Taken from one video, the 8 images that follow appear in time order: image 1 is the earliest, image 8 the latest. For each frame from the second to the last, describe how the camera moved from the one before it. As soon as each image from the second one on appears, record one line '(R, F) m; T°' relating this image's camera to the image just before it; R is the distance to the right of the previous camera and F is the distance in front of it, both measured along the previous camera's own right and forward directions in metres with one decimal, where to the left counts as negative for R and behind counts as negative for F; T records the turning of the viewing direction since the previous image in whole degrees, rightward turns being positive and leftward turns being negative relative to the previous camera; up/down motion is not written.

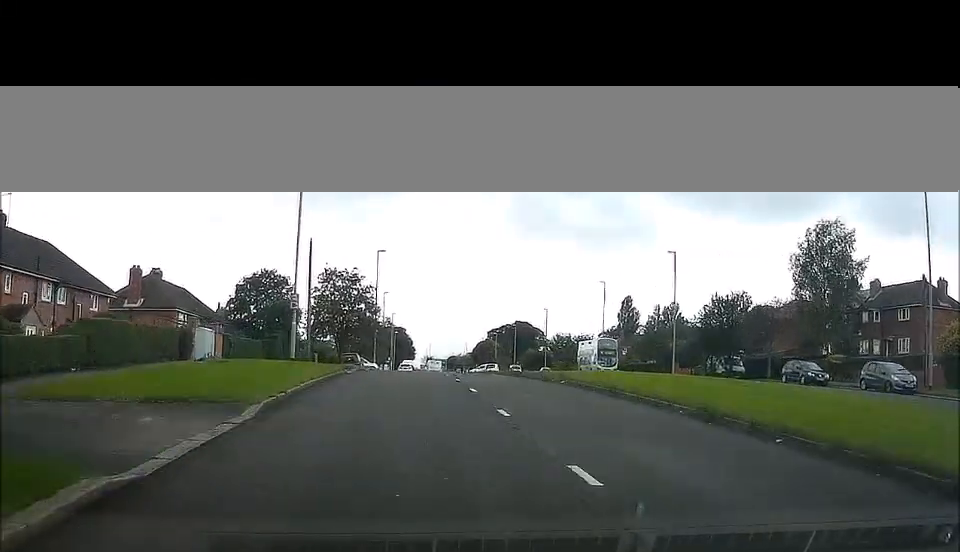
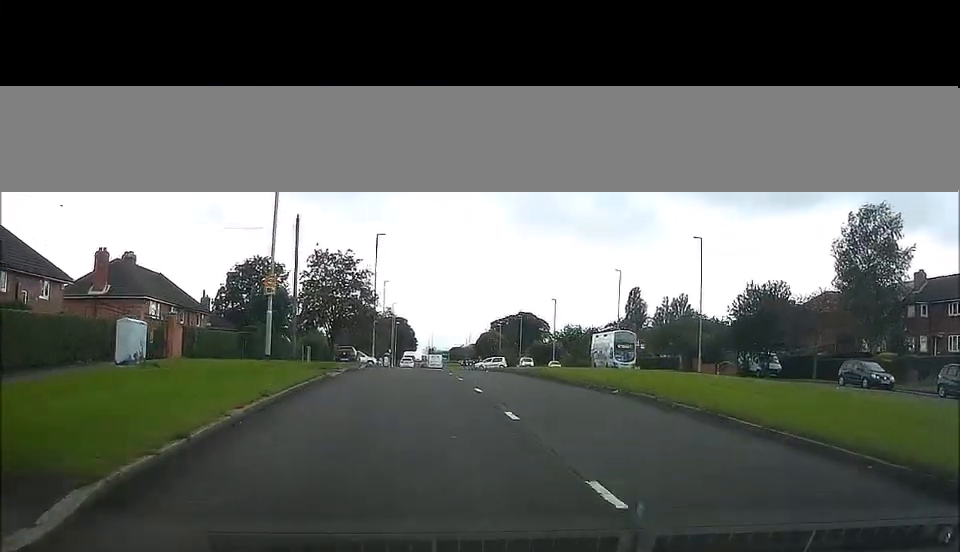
(0.0, +7.5) m; 0°
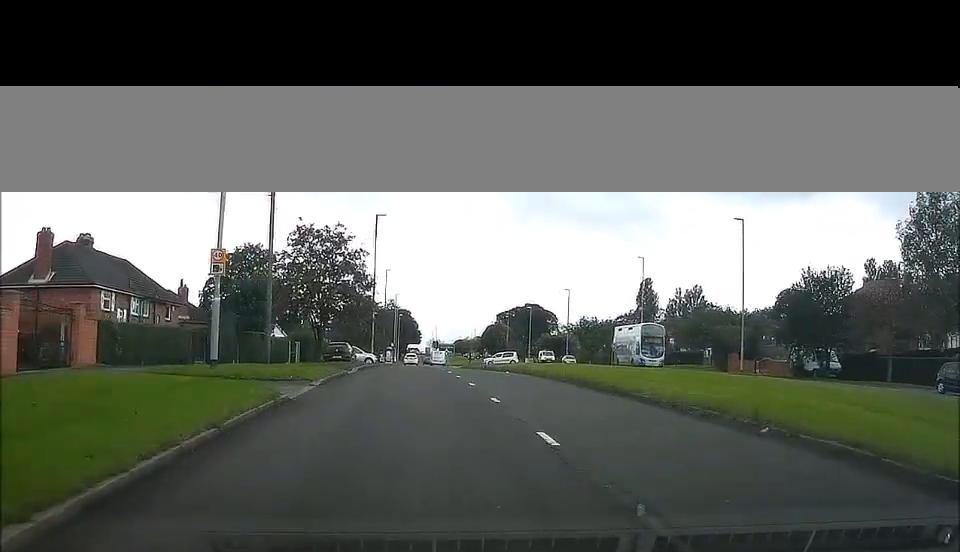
(-0.1, +9.0) m; 0°
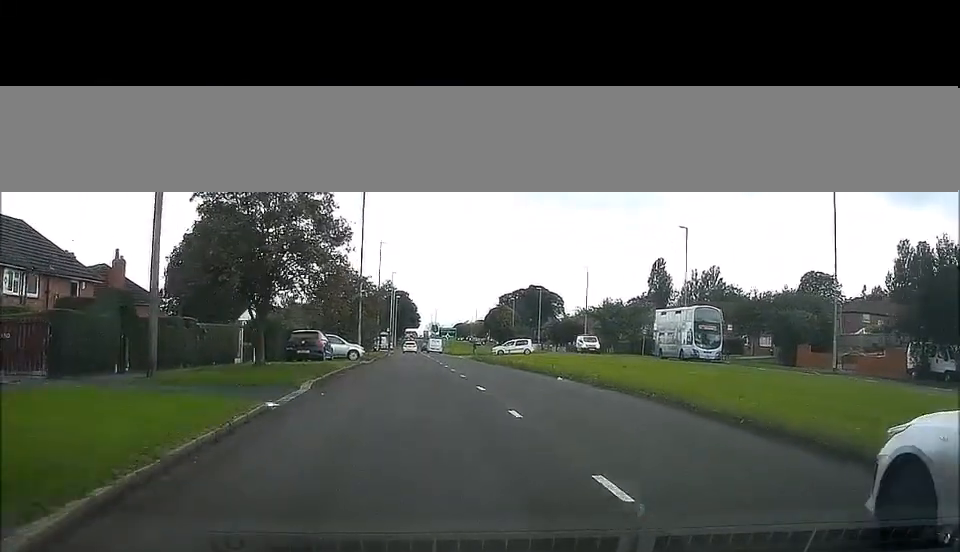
(0.0, +15.5) m; 0°
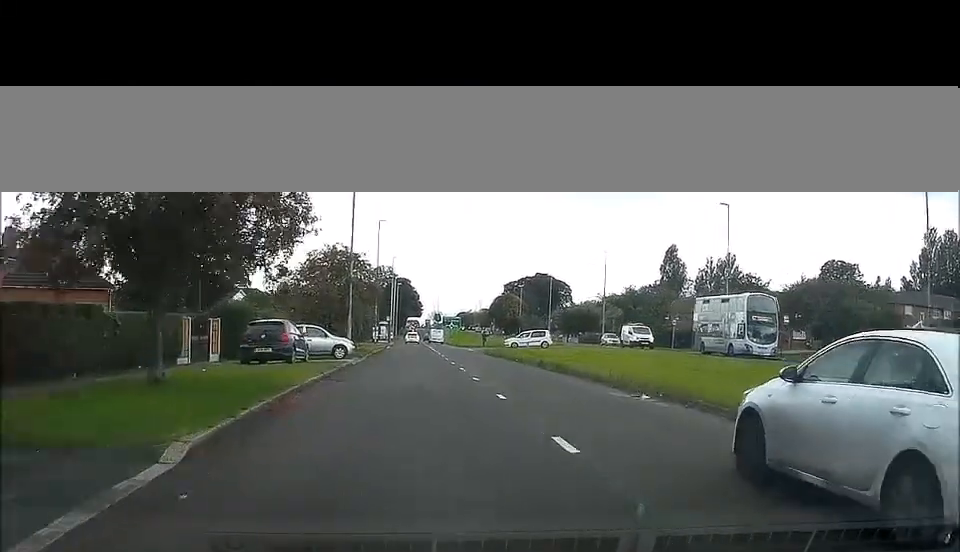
(0.0, +10.0) m; 0°
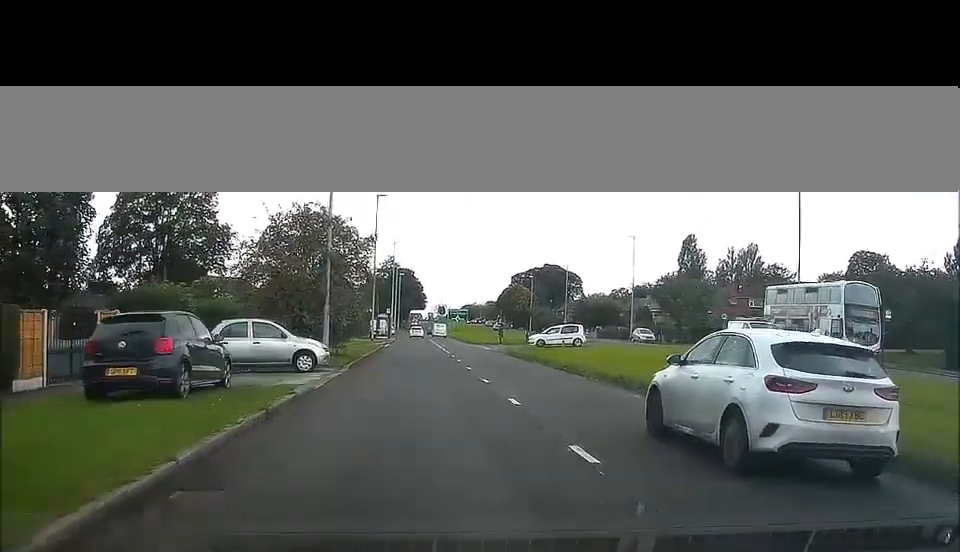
(0.0, +12.6) m; 0°
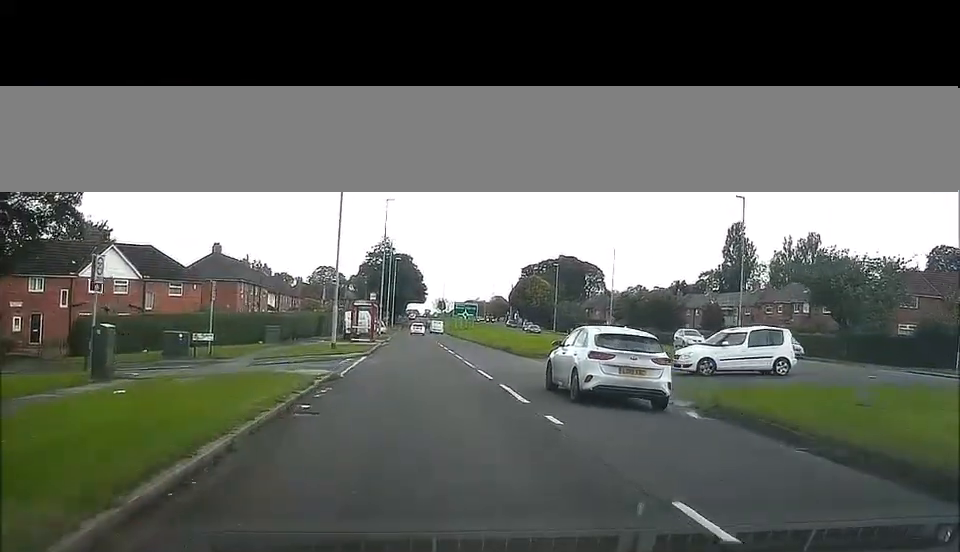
(+0.4, +32.6) m; +1°
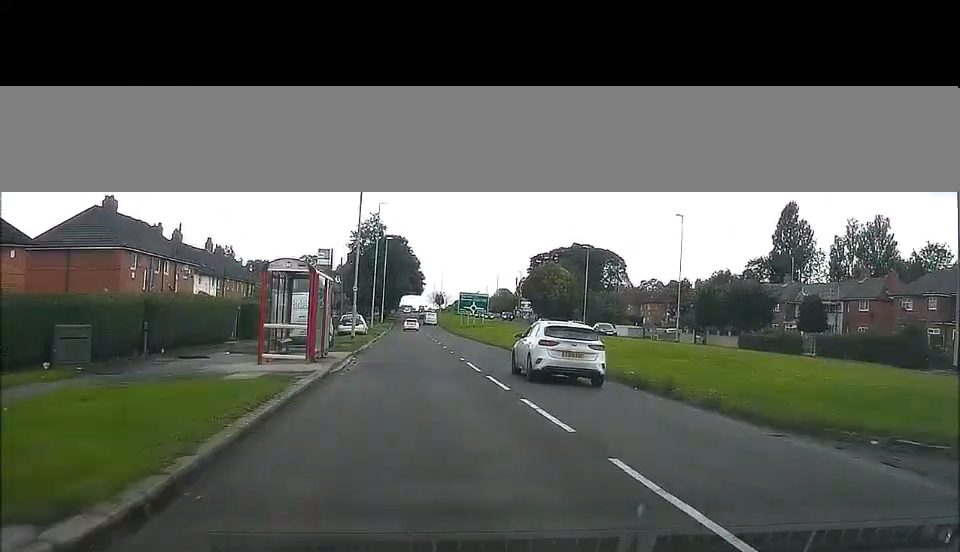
(+0.2, +28.3) m; 0°
